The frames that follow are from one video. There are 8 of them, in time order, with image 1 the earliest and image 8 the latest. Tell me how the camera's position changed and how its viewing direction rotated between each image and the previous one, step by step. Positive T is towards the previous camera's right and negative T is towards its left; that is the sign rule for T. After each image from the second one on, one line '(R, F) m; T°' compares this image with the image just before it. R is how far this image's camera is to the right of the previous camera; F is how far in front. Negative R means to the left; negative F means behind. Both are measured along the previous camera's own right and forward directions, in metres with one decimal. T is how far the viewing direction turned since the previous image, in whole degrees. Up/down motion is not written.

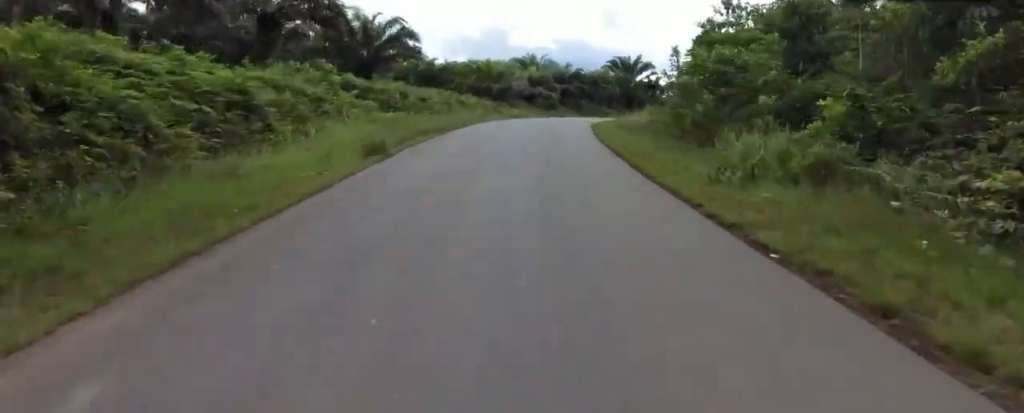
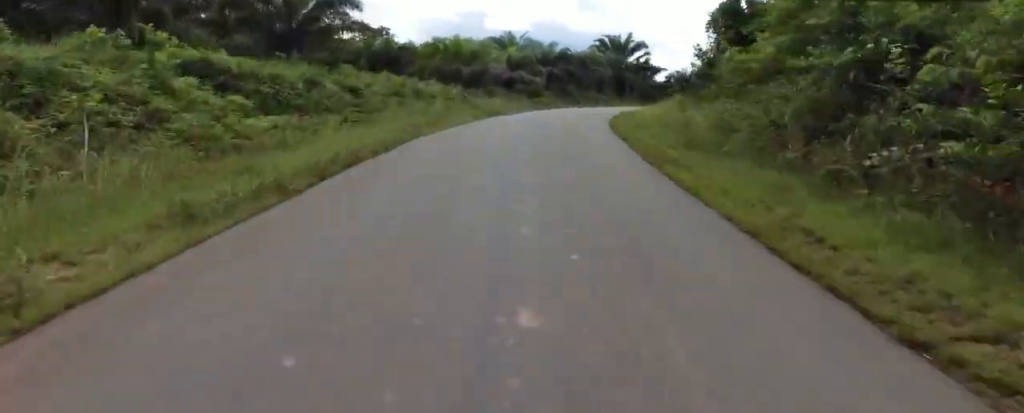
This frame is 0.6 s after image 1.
(0.0, +11.3) m; +3°
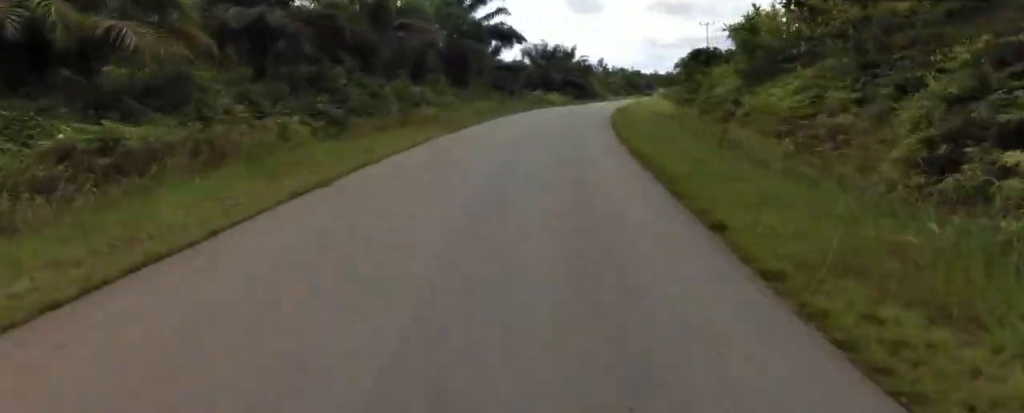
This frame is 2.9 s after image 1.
(+6.7, +39.6) m; +17°
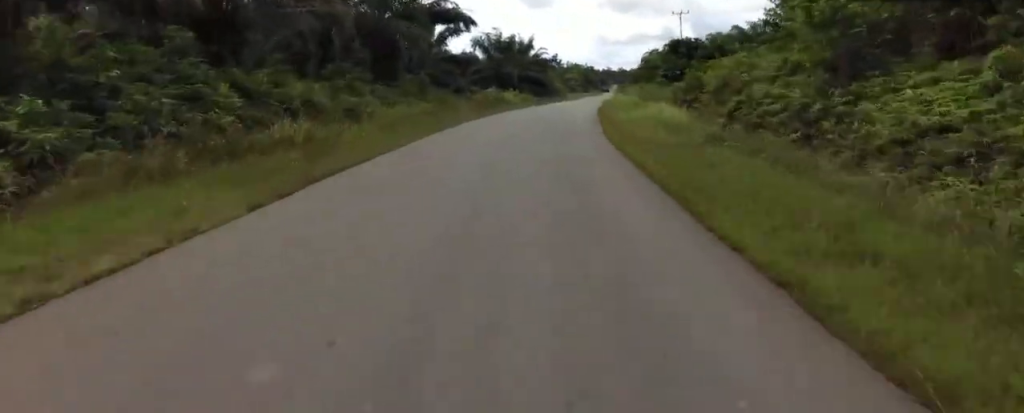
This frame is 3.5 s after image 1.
(0.0, +10.4) m; +4°
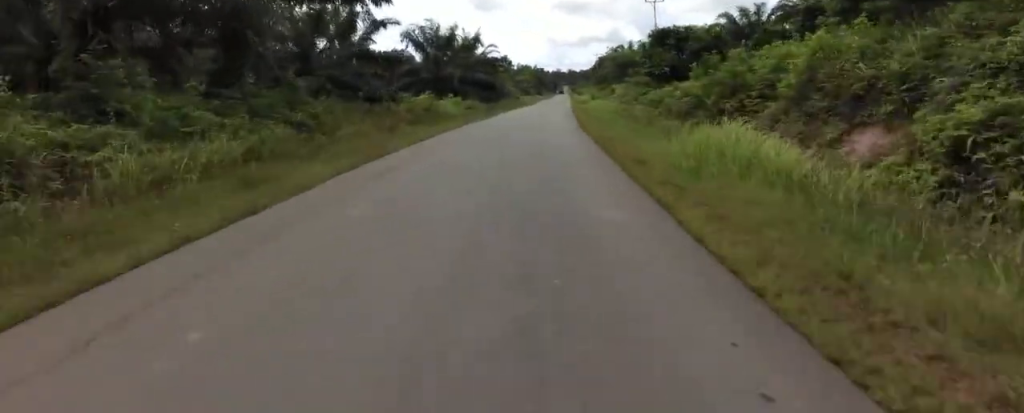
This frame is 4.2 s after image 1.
(-0.3, +13.0) m; +6°
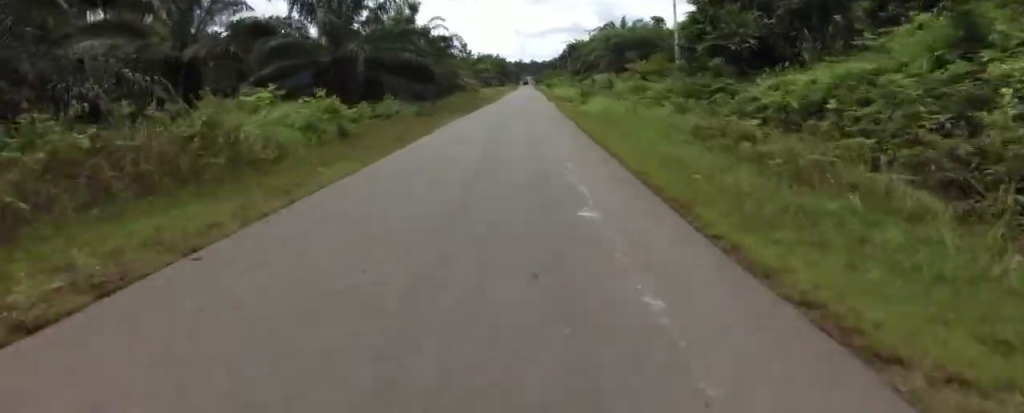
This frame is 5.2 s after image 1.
(+2.8, +19.0) m; +9°
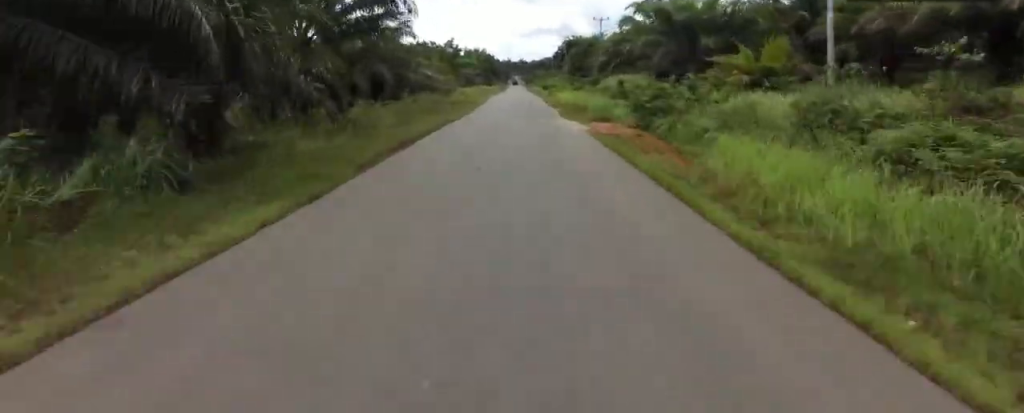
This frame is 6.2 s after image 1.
(0.0, +21.6) m; 0°
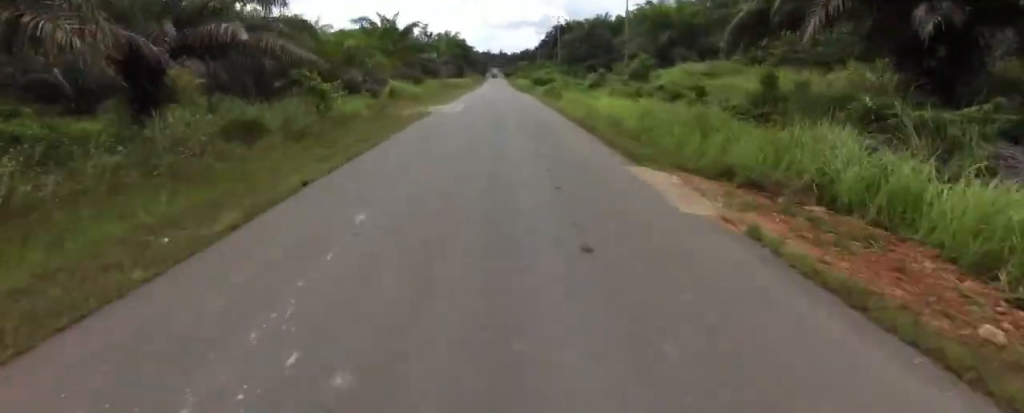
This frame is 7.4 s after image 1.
(+0.1, +26.7) m; +1°
